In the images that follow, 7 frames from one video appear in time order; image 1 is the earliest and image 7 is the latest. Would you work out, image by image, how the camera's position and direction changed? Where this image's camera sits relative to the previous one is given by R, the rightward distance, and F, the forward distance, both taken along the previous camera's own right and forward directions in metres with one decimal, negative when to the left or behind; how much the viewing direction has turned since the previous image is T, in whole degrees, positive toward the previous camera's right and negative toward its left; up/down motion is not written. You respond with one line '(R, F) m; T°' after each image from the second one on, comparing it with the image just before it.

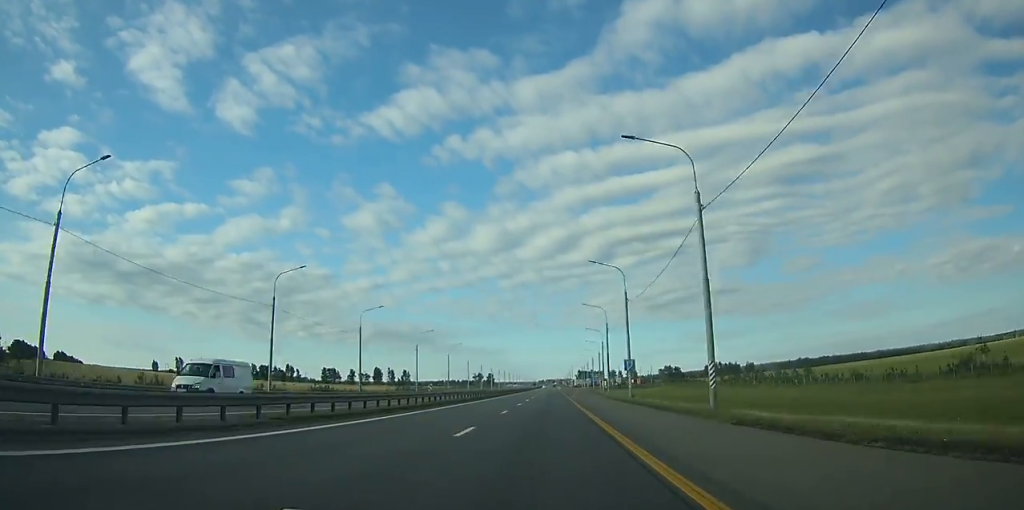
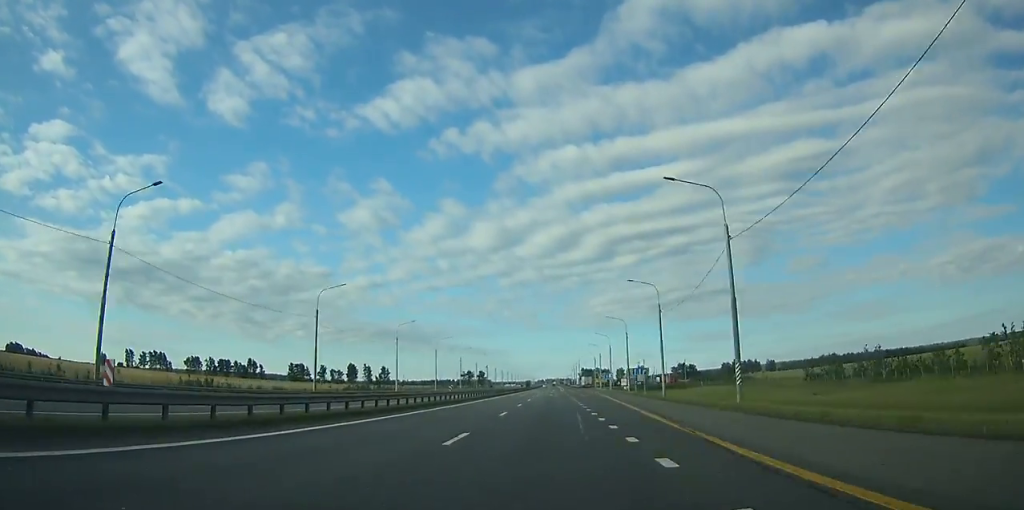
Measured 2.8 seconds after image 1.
(0.0, +77.0) m; 0°
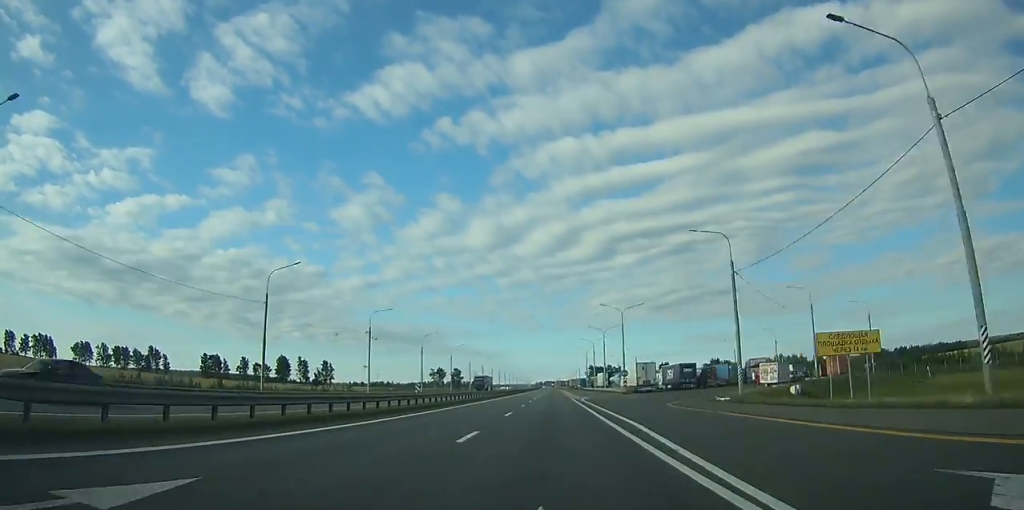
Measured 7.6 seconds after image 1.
(+0.1, +140.2) m; 0°
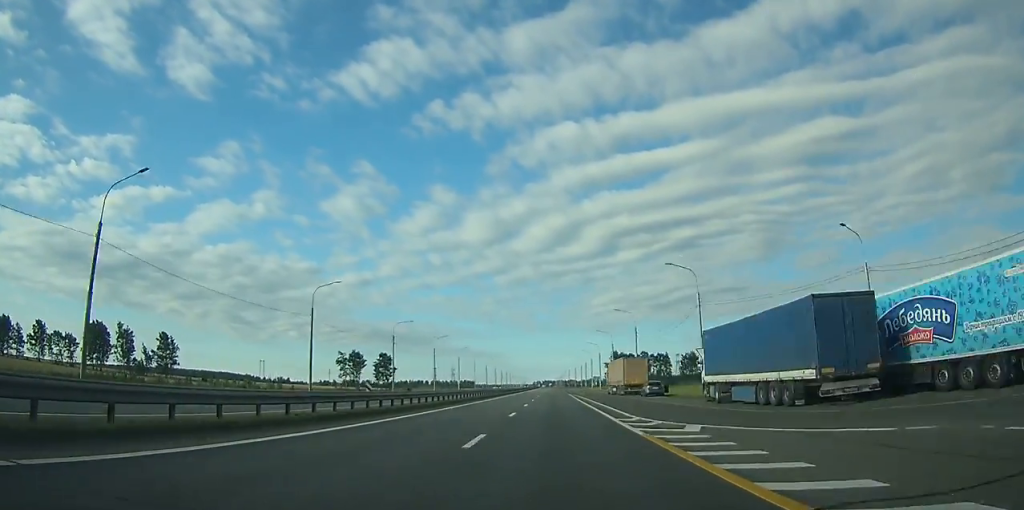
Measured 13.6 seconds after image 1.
(-0.1, +180.0) m; 0°
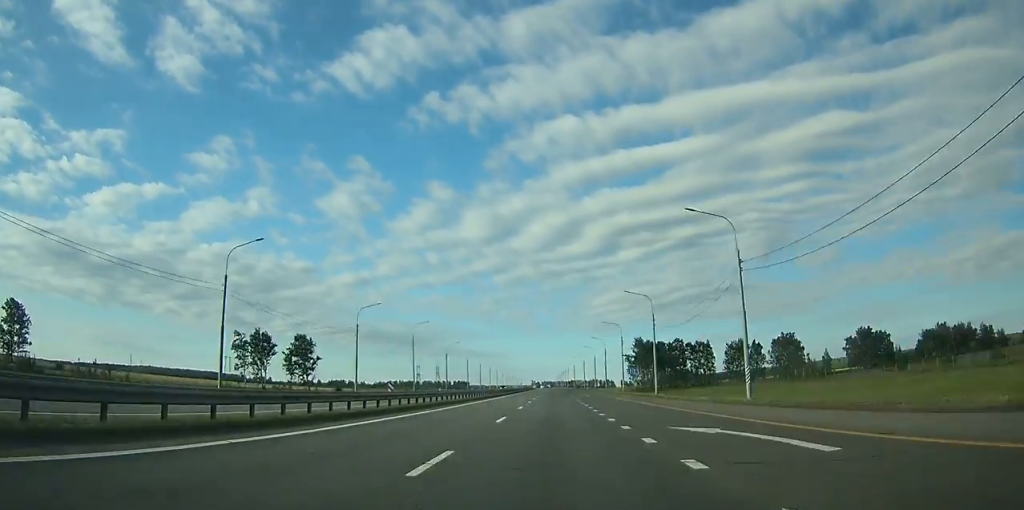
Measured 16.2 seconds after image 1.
(-0.1, +75.4) m; 0°
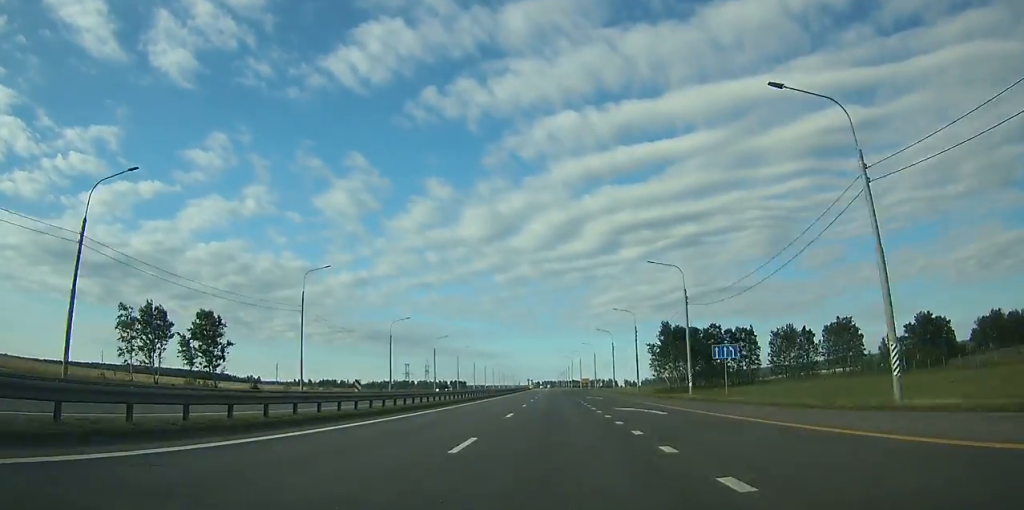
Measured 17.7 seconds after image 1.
(0.0, +44.5) m; 0°
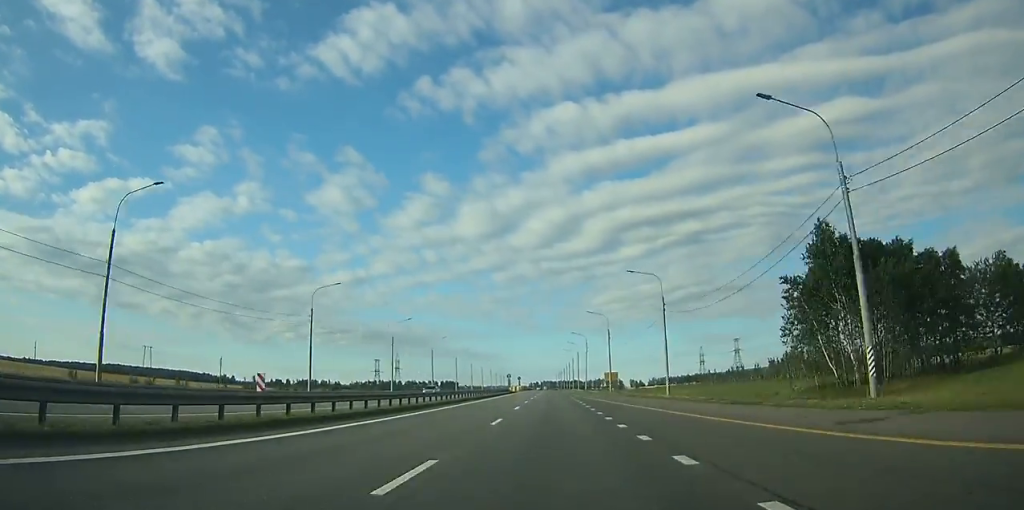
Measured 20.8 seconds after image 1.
(-0.1, +84.4) m; 0°
